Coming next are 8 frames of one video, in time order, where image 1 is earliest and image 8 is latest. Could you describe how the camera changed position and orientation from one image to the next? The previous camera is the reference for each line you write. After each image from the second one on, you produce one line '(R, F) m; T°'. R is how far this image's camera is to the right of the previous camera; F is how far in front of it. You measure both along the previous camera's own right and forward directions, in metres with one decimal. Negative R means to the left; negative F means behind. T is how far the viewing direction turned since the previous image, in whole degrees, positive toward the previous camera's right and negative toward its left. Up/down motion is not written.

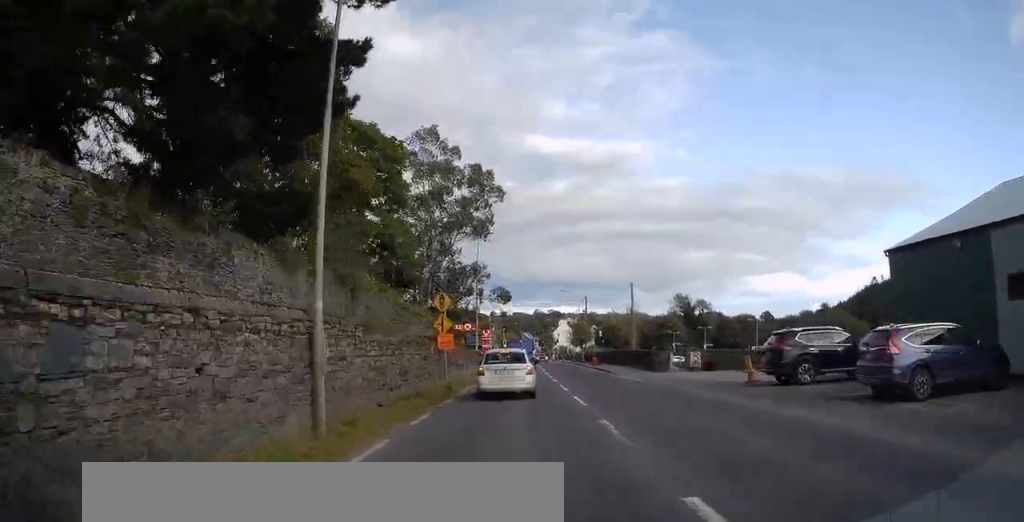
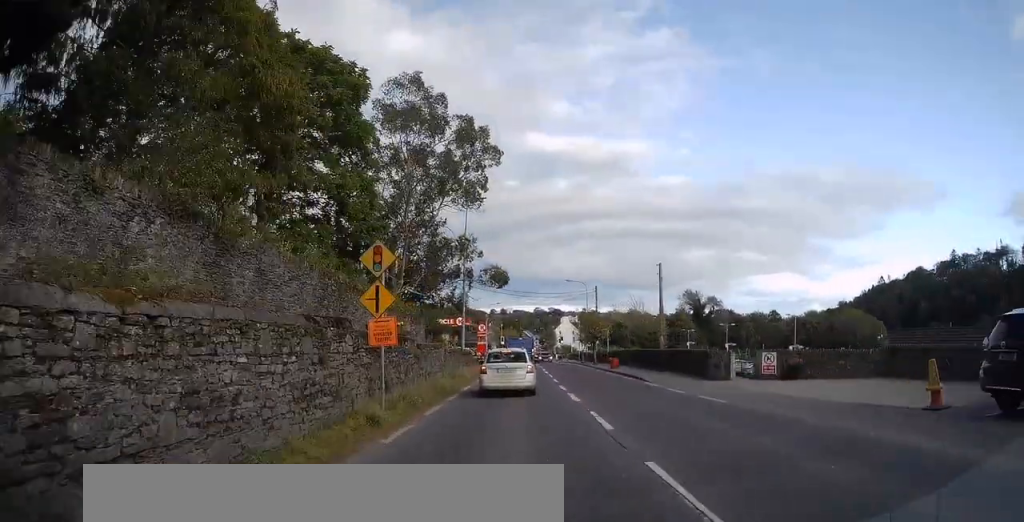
(+0.1, +10.0) m; +2°
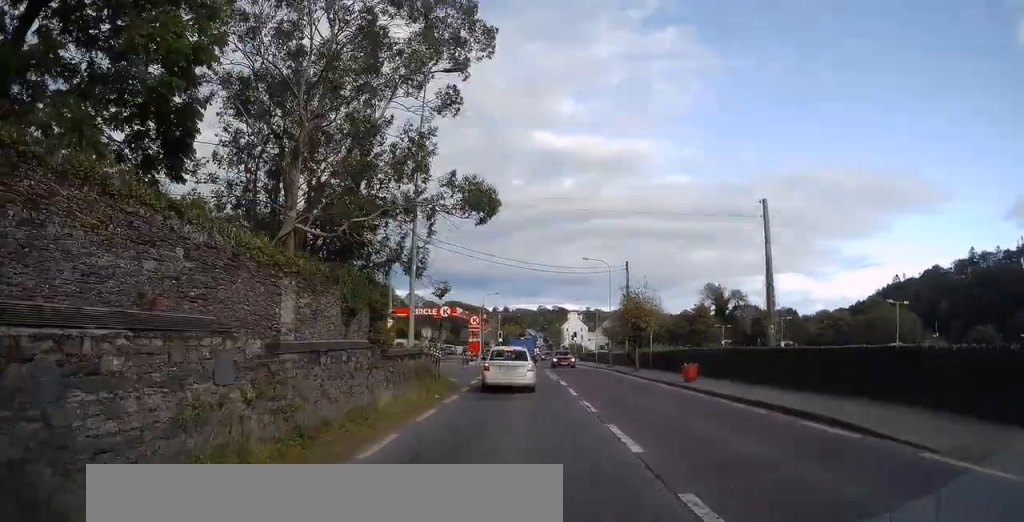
(+0.5, +17.4) m; +1°
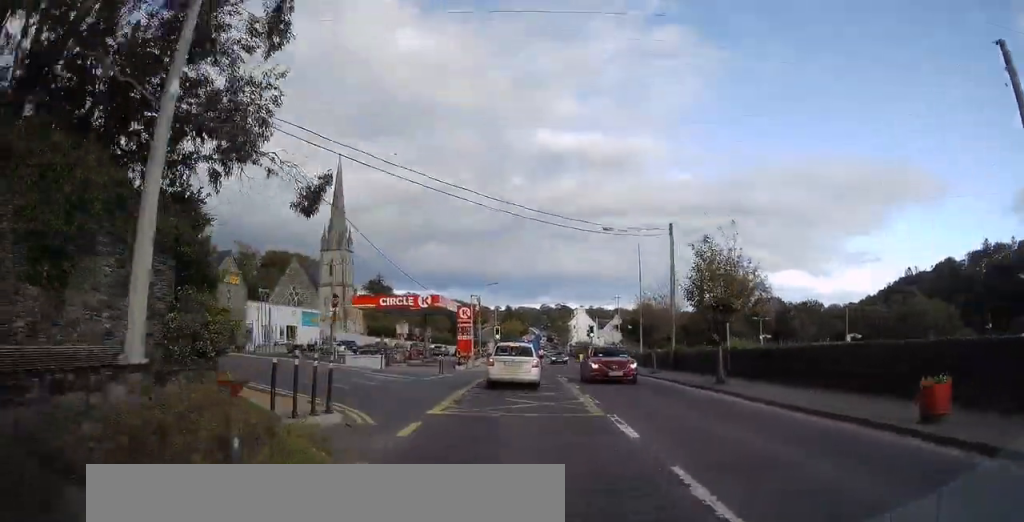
(-0.3, +13.3) m; -2°
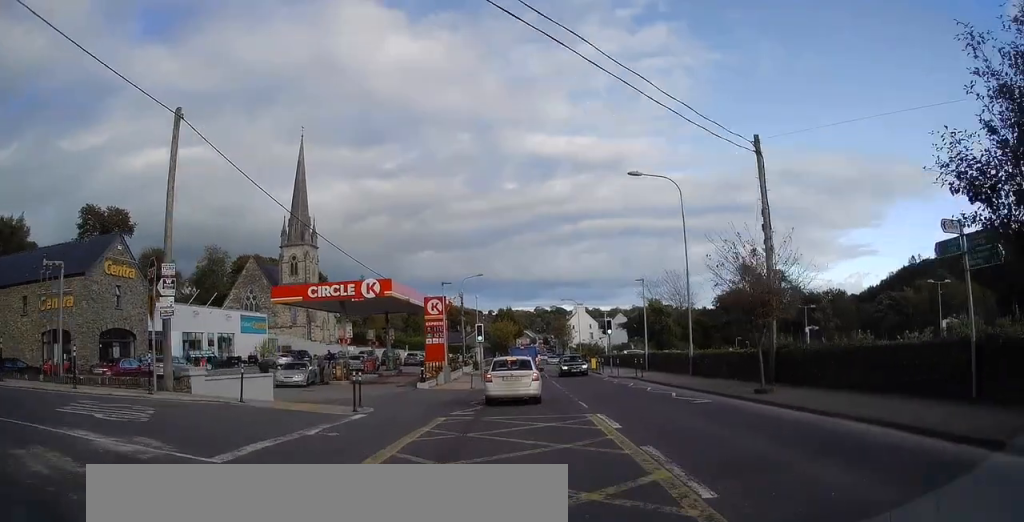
(+0.1, +12.9) m; +1°
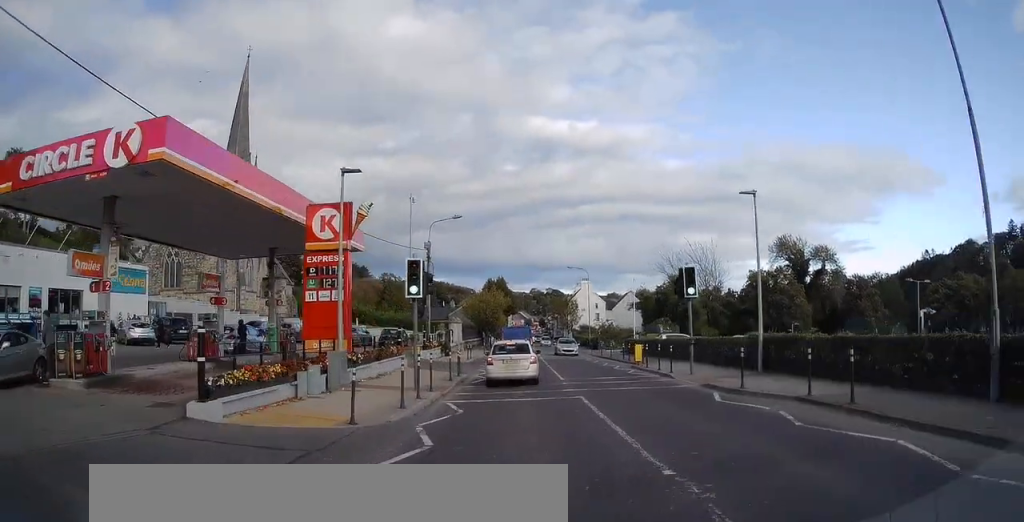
(+0.2, +19.1) m; 0°
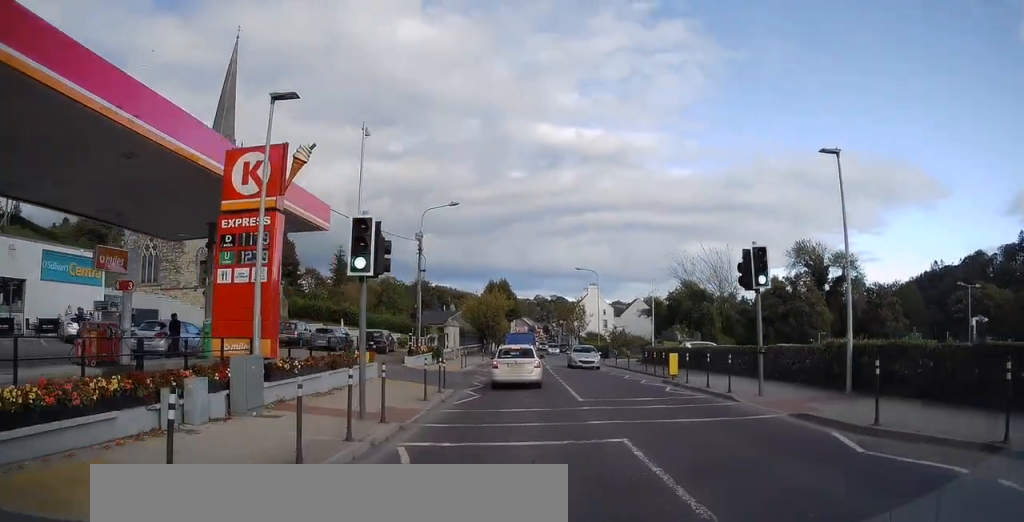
(0.0, +5.9) m; 0°
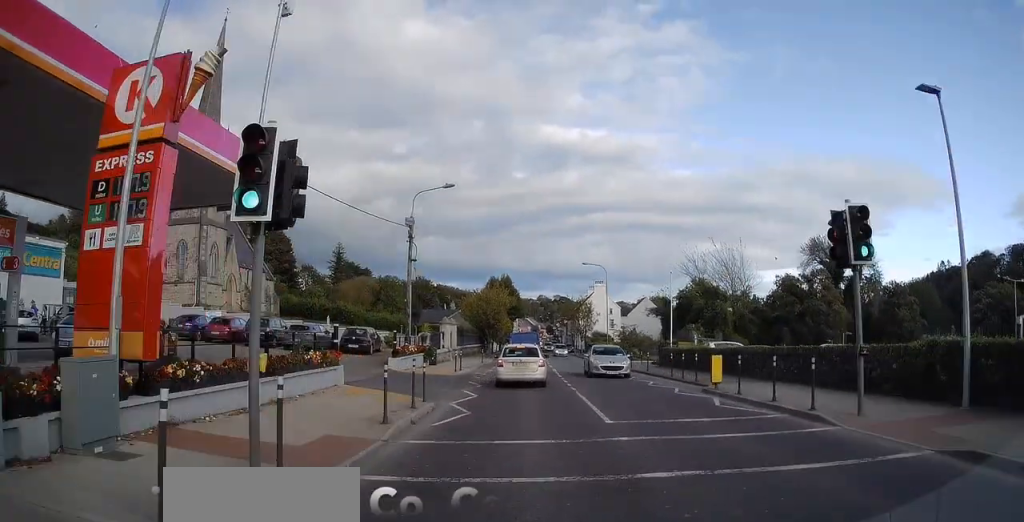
(0.0, +4.6) m; 0°
